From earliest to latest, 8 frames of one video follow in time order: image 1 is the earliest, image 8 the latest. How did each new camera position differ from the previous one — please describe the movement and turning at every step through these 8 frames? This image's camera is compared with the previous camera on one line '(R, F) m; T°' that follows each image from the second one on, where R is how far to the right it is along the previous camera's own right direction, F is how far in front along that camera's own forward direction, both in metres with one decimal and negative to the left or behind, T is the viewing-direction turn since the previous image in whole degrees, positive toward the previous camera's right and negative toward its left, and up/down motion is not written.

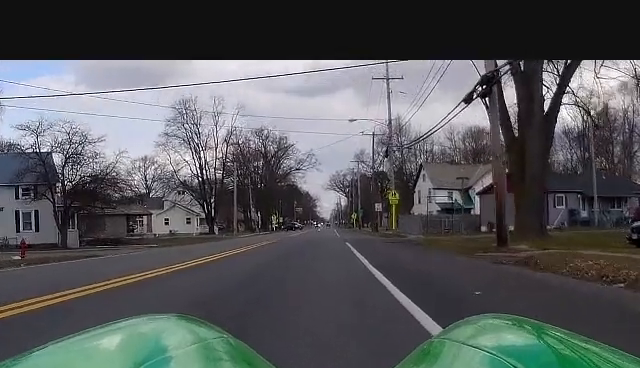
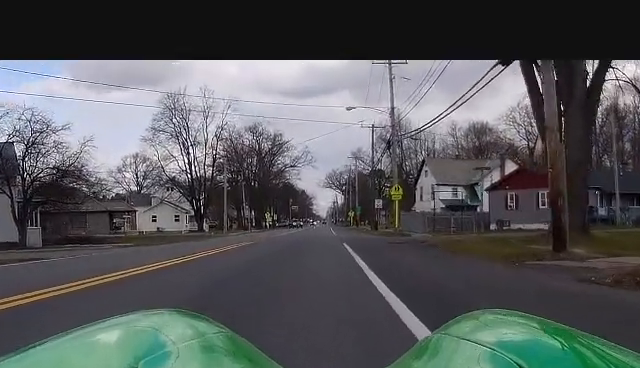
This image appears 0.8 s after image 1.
(0.0, +7.0) m; 0°
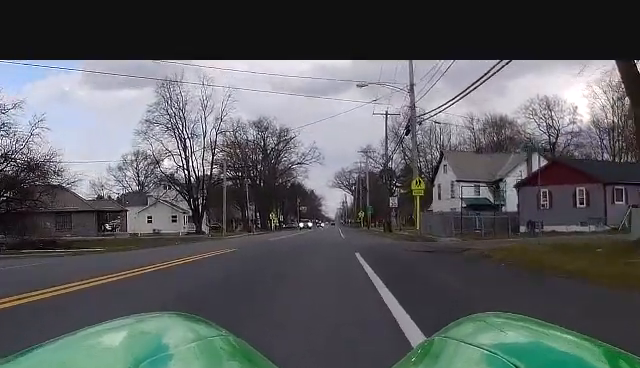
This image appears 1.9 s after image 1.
(0.0, +9.3) m; +1°
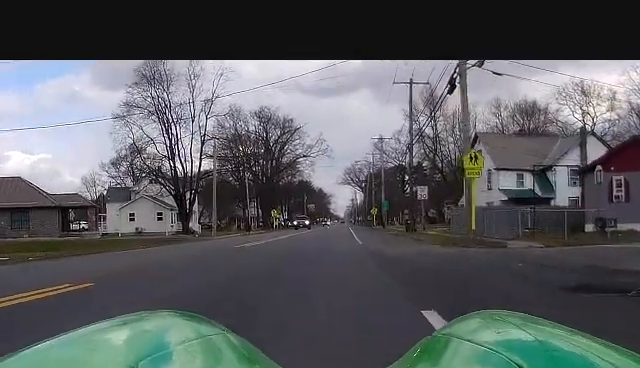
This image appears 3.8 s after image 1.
(-0.1, +16.1) m; -1°
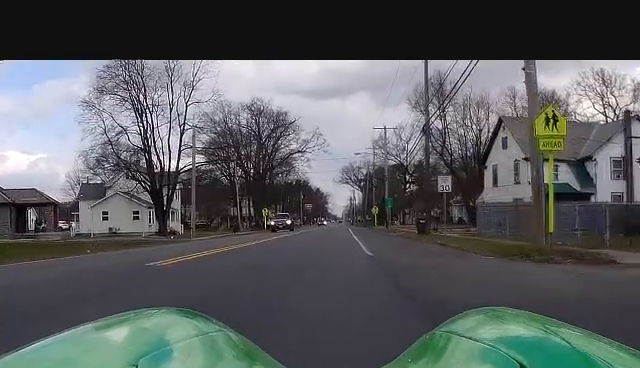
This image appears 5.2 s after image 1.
(-0.1, +11.2) m; 0°
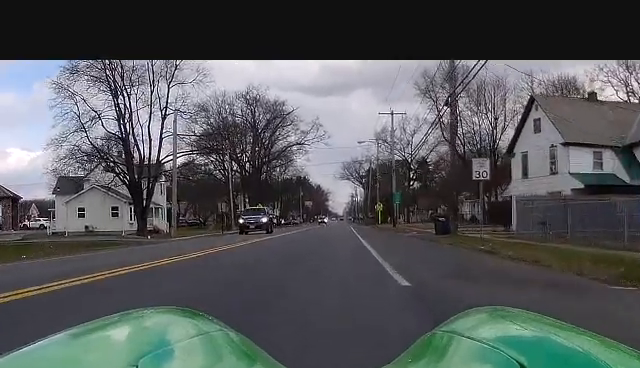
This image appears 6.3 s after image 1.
(+0.1, +9.4) m; +2°
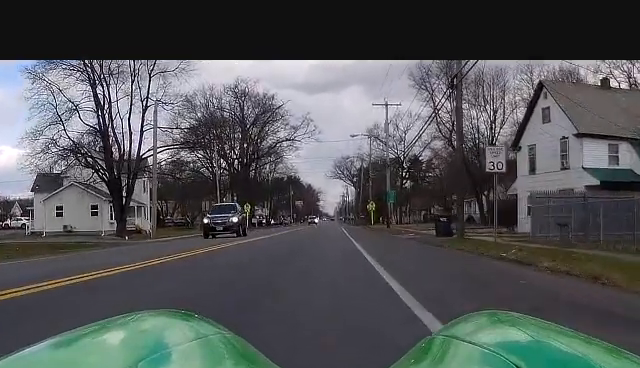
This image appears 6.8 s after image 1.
(+0.1, +4.3) m; +1°
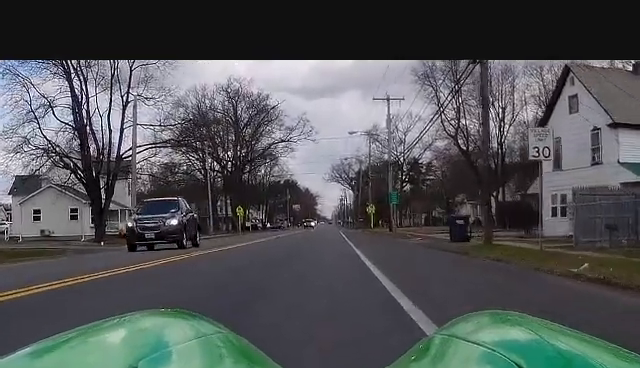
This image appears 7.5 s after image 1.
(+0.1, +6.0) m; 0°
